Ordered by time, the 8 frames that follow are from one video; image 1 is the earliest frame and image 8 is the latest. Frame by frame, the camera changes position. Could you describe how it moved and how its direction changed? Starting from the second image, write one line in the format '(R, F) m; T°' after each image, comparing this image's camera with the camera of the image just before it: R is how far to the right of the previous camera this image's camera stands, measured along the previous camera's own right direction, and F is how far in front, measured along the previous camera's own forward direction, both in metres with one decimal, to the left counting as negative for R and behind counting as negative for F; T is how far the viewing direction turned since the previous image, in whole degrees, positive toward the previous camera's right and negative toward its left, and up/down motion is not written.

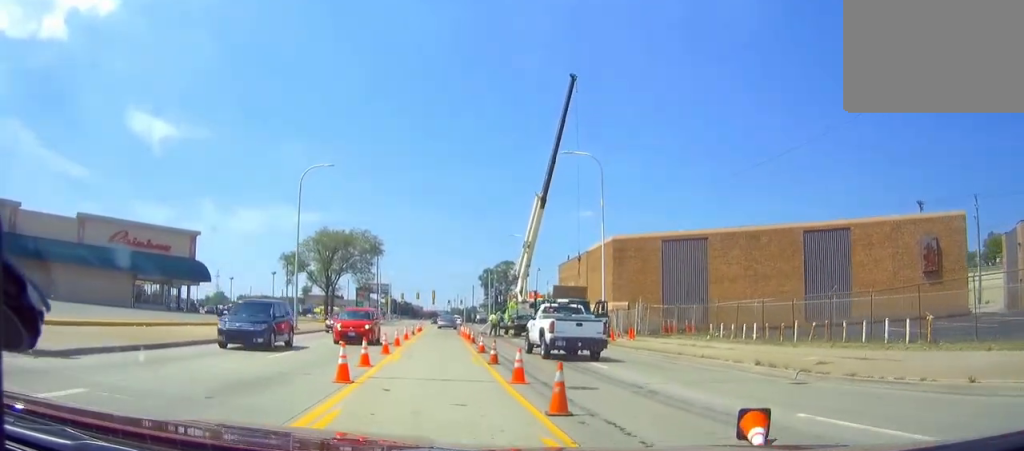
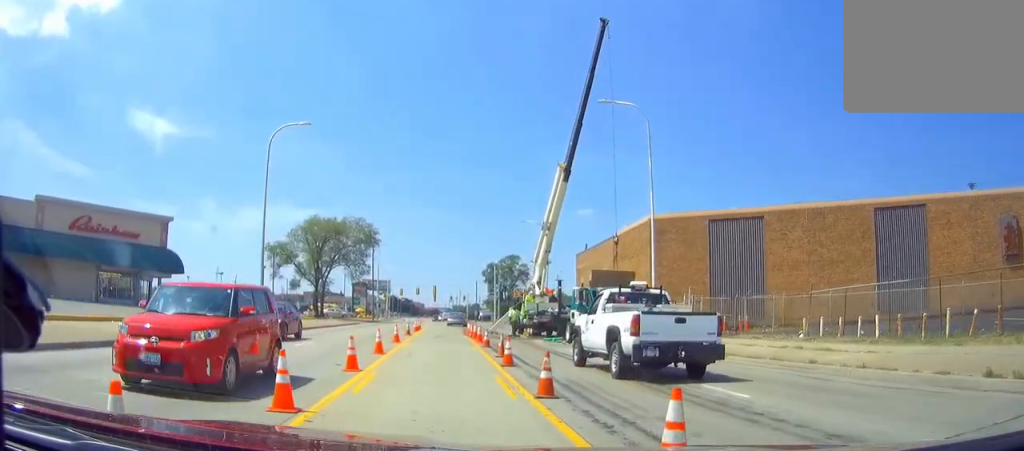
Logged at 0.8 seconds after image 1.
(0.0, +8.9) m; 0°
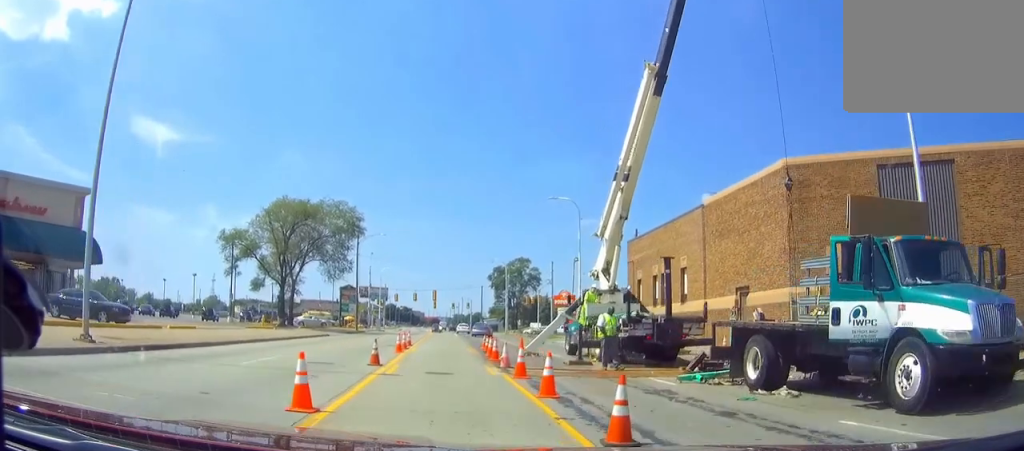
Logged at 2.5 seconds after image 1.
(0.0, +18.8) m; 0°
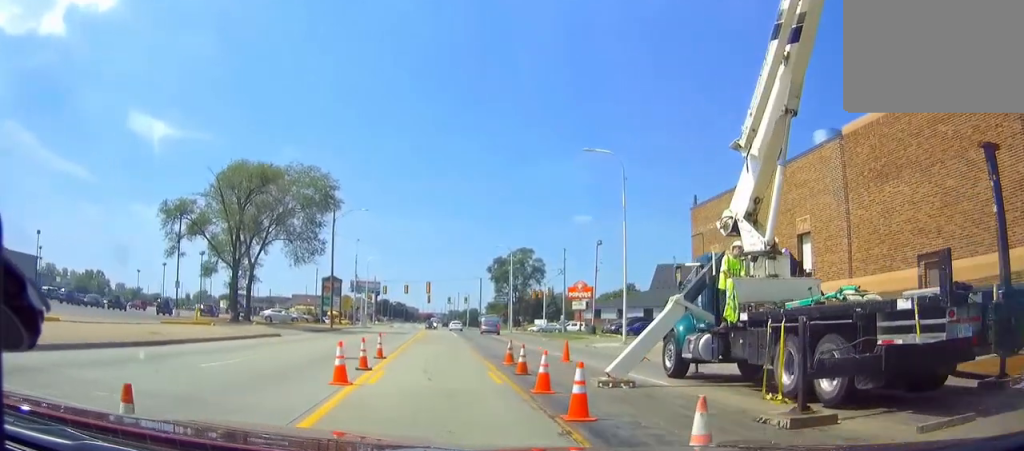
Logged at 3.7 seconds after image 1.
(0.0, +14.0) m; 0°
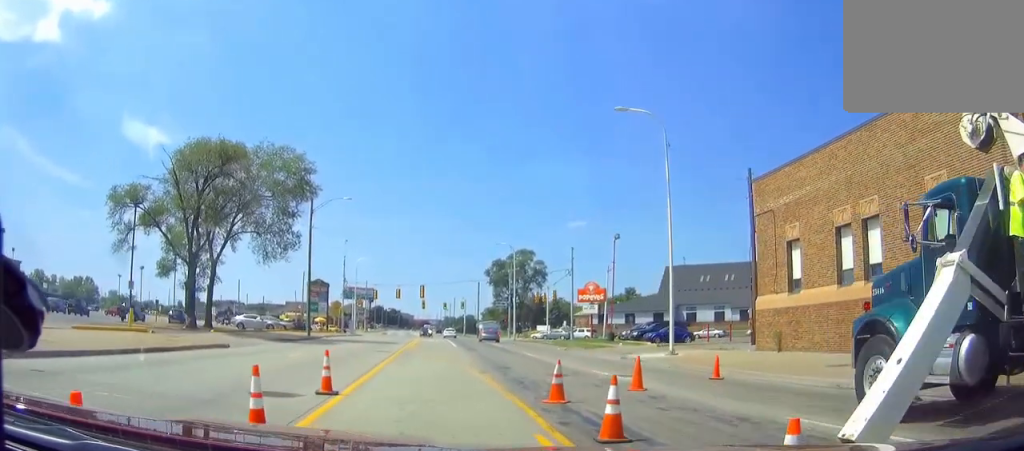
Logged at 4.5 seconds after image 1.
(0.0, +8.7) m; 0°
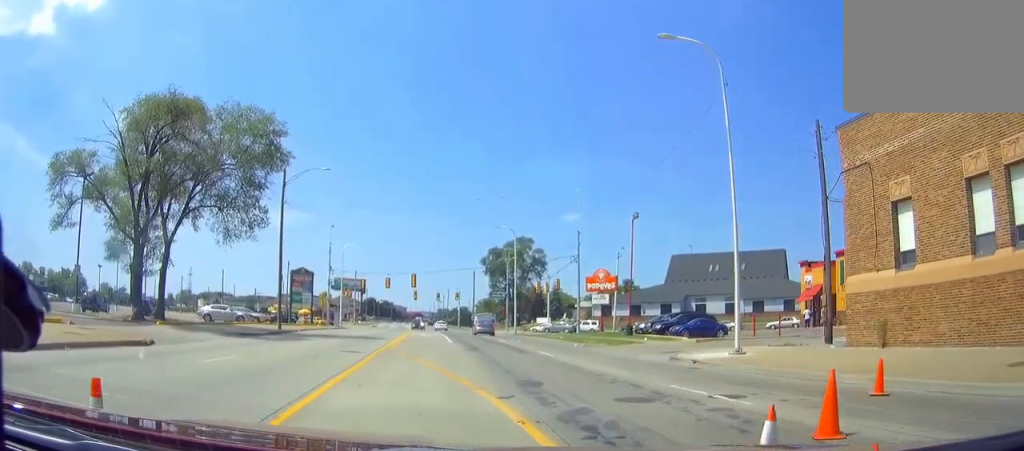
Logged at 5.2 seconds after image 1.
(0.0, +7.5) m; 0°
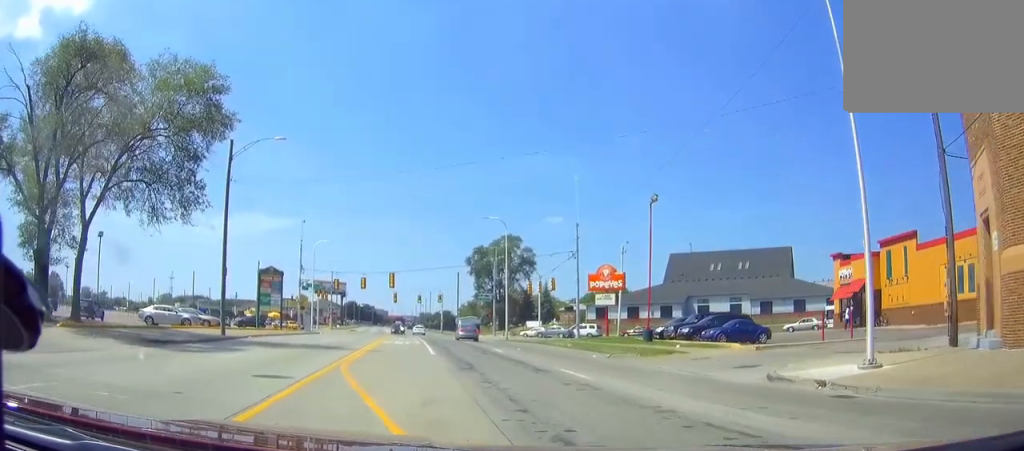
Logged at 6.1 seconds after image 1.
(0.0, +8.9) m; +1°
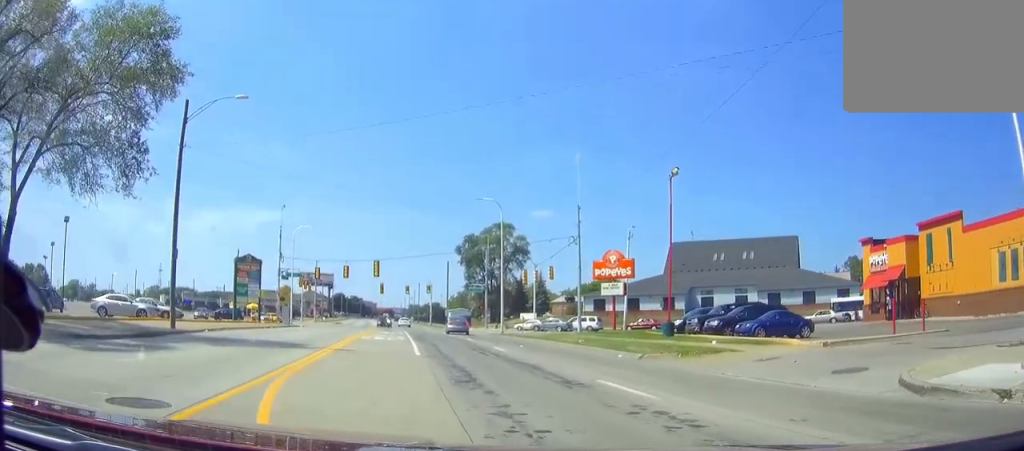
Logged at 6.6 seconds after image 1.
(0.0, +5.9) m; +1°
